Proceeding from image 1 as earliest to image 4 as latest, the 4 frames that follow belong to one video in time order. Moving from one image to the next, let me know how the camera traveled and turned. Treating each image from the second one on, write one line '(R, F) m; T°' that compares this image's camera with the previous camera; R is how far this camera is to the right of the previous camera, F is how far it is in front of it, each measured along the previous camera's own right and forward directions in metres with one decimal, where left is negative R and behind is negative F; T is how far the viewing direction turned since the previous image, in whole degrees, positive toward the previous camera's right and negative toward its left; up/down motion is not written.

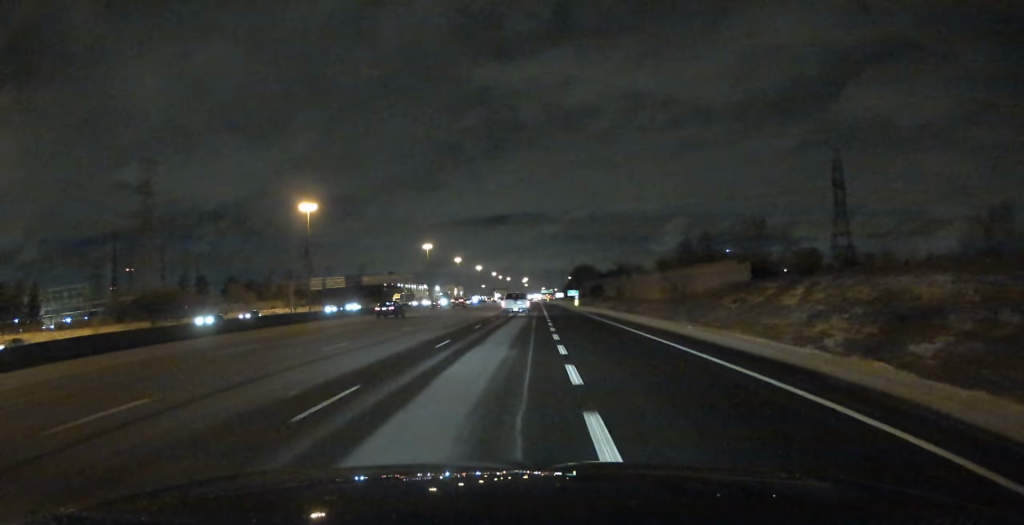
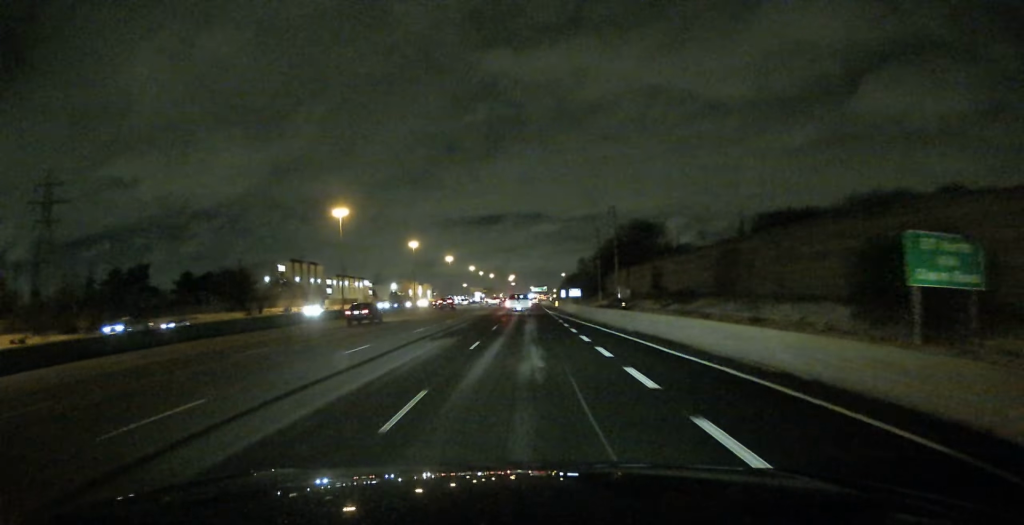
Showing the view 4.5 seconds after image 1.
(+1.0, +143.2) m; +1°
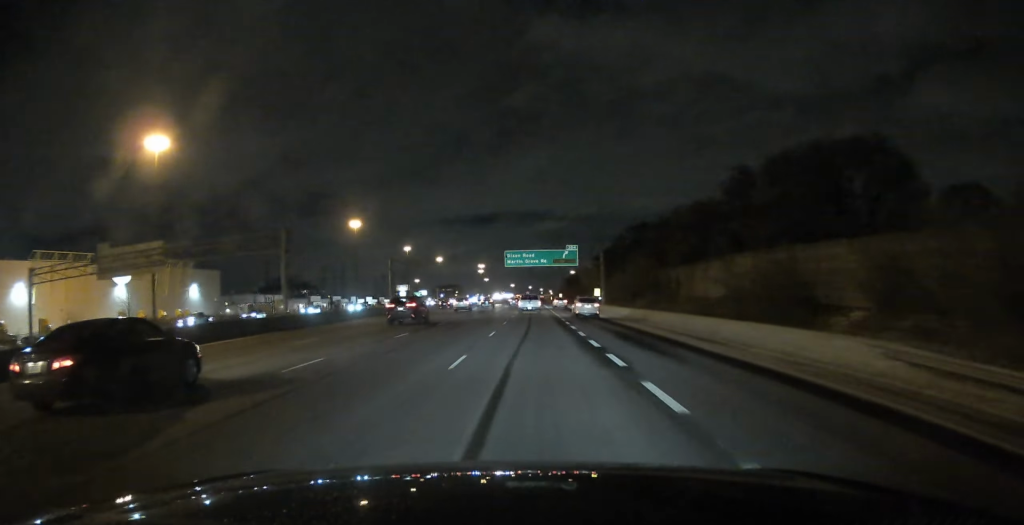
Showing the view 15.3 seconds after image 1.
(+4.9, +351.0) m; +2°
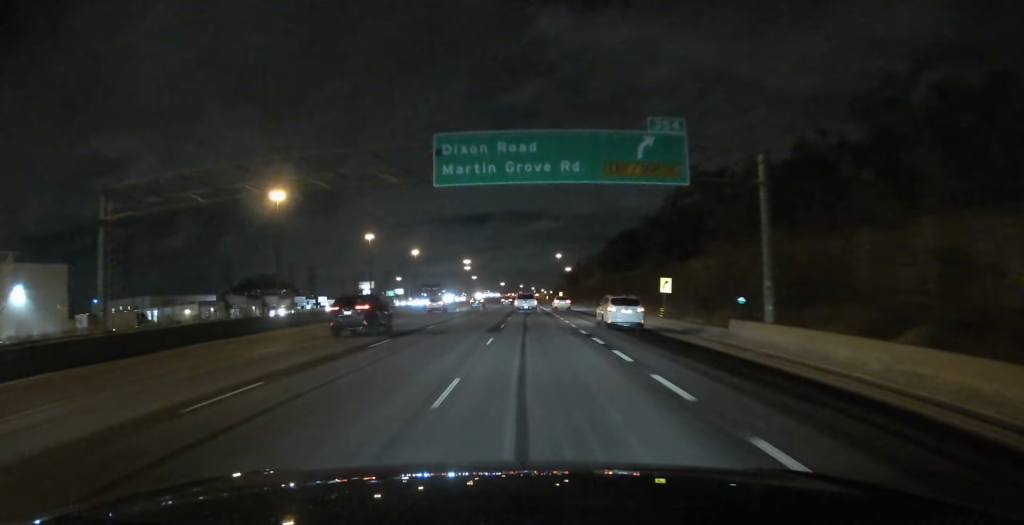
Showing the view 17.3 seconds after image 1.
(+0.2, +64.9) m; 0°
